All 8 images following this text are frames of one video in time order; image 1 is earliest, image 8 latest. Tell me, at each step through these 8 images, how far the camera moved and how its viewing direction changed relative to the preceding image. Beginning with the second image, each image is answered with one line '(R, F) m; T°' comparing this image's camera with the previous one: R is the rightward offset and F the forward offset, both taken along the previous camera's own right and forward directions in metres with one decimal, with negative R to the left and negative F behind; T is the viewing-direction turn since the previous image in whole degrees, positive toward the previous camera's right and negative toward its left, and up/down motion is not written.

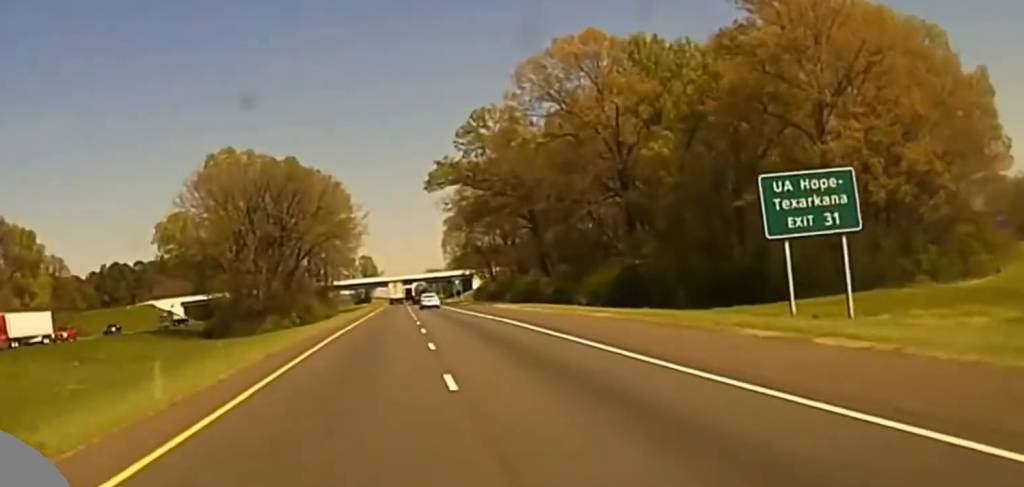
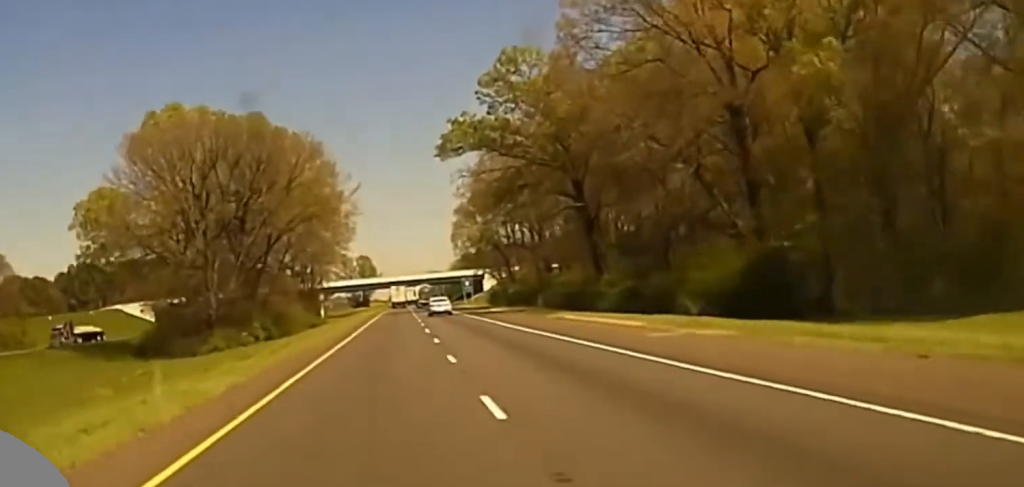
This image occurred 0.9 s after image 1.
(+0.1, +39.9) m; 0°
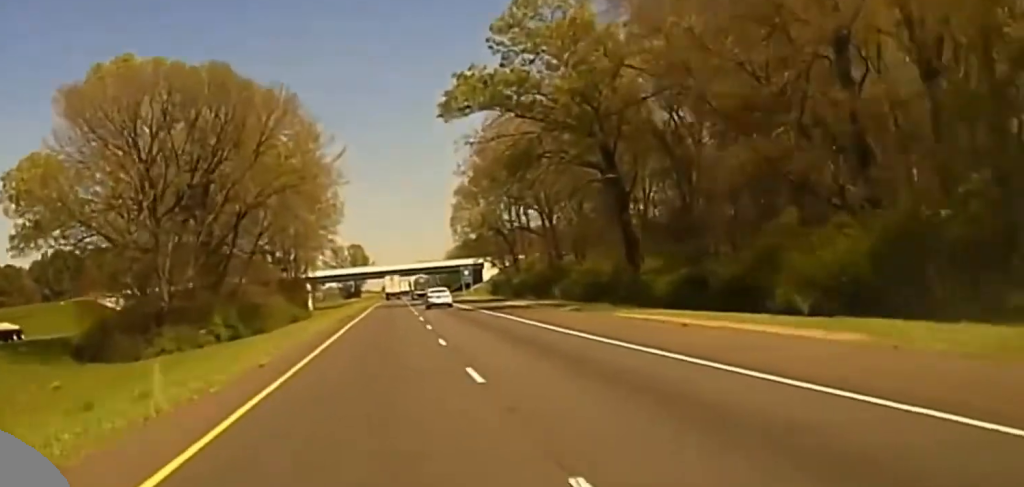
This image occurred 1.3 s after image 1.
(-0.2, +21.5) m; 0°
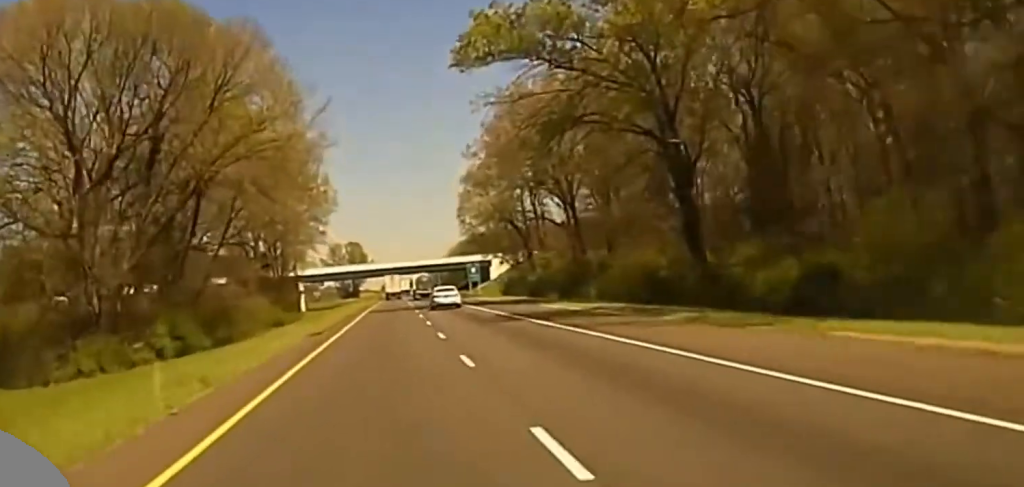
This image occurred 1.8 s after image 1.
(0.0, +21.5) m; 0°
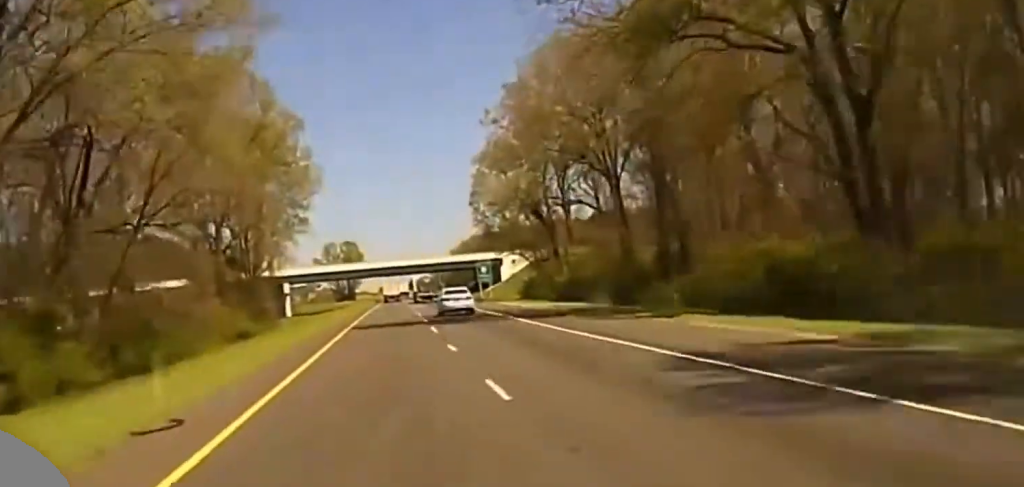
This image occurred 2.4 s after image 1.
(+0.4, +29.2) m; 0°
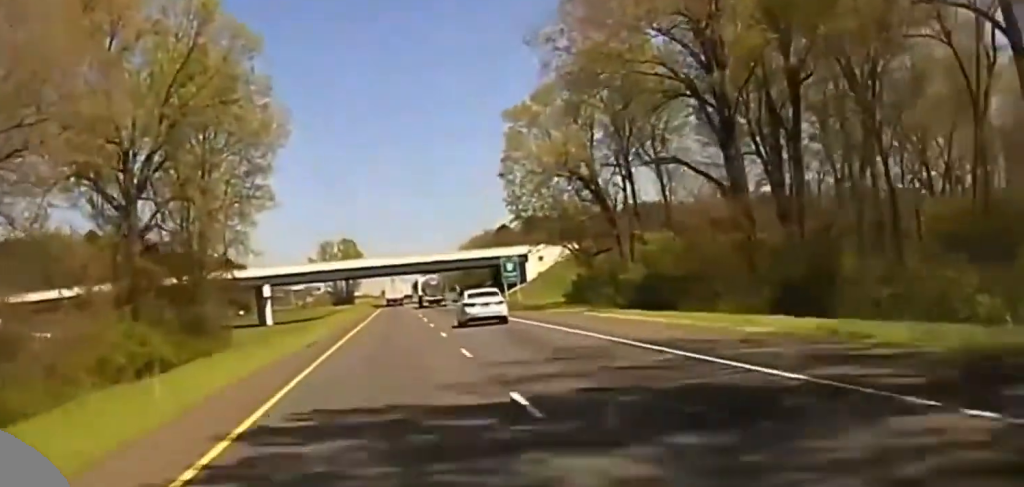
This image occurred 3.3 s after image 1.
(-0.4, +40.9) m; 0°
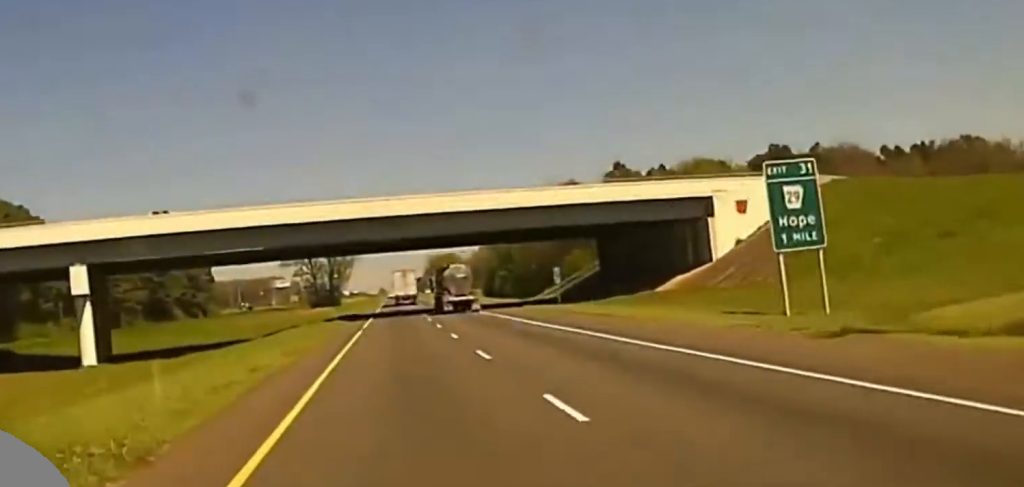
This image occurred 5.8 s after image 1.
(+0.3, +111.6) m; 0°
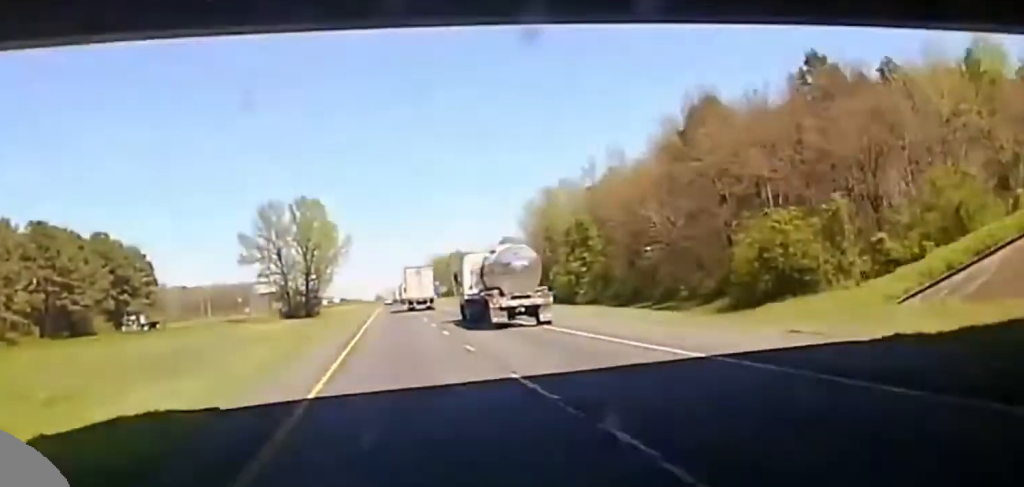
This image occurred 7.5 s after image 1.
(-0.1, +79.5) m; 0°
